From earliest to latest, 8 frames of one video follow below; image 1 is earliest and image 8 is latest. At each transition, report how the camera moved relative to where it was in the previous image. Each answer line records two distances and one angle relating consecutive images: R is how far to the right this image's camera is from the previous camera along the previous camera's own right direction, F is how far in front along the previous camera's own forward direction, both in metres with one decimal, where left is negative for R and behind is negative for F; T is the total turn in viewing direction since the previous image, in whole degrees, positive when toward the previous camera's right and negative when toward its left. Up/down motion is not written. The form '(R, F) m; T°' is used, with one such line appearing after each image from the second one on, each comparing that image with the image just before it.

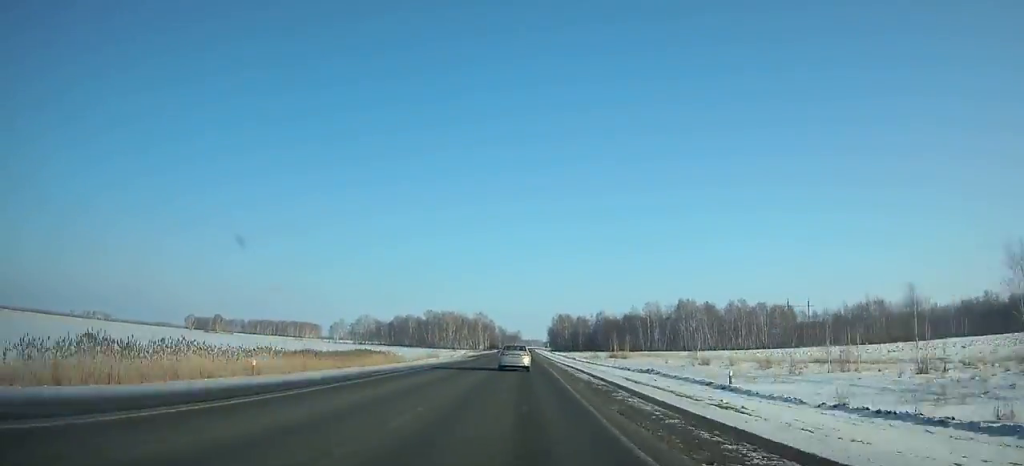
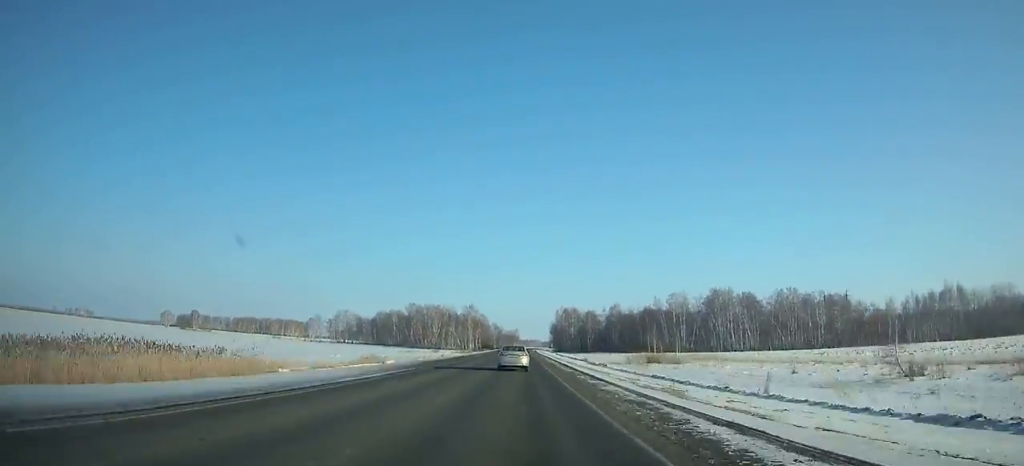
(0.0, +44.3) m; 0°
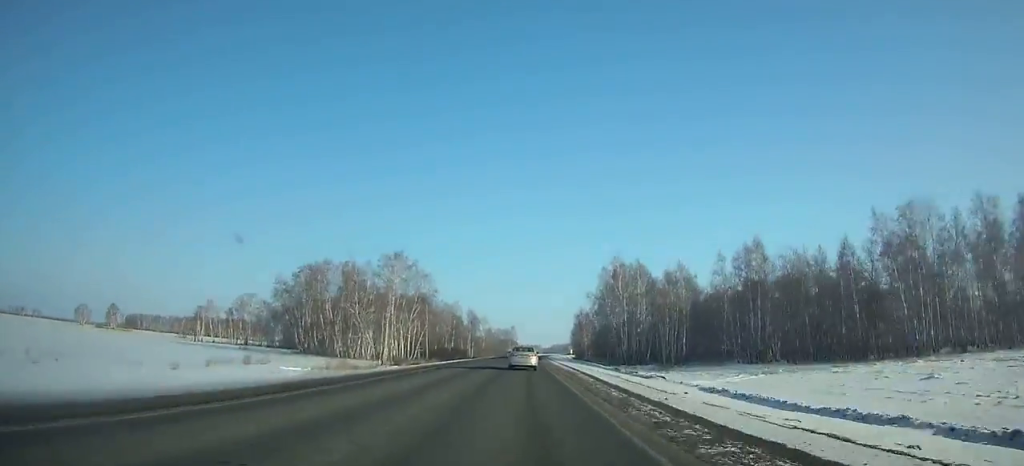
(+0.3, +129.1) m; +1°
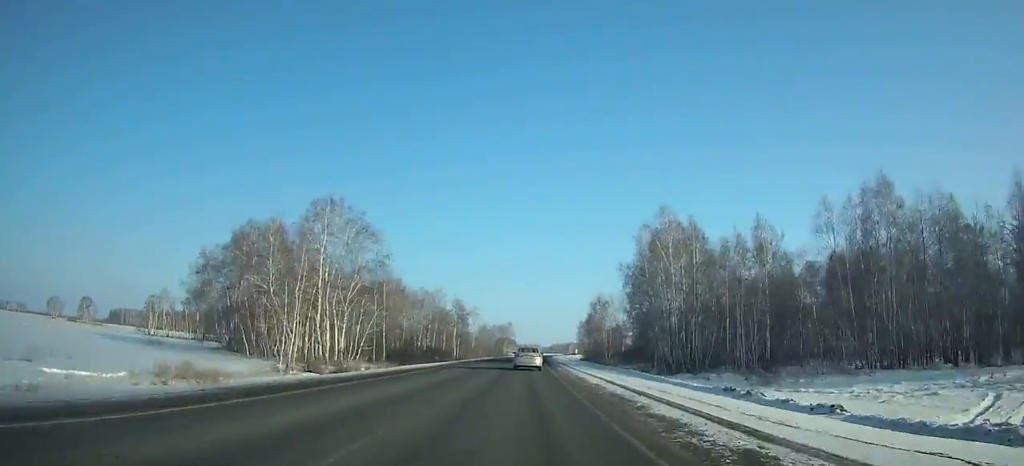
(0.0, +32.8) m; 0°
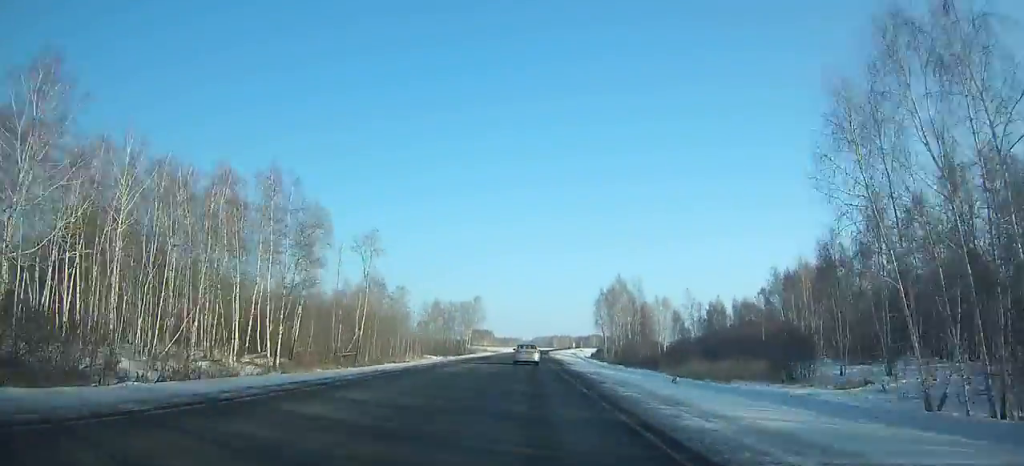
(+1.1, +87.6) m; +2°
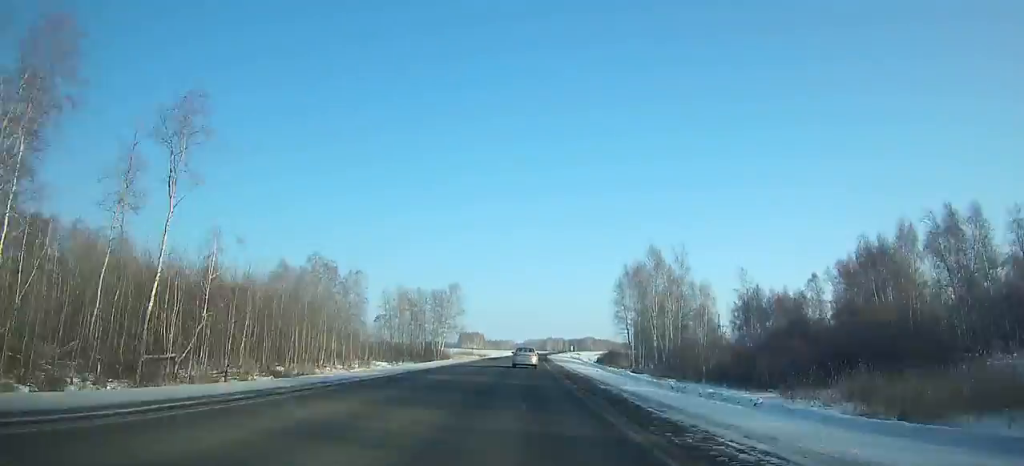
(+0.4, +33.0) m; +1°
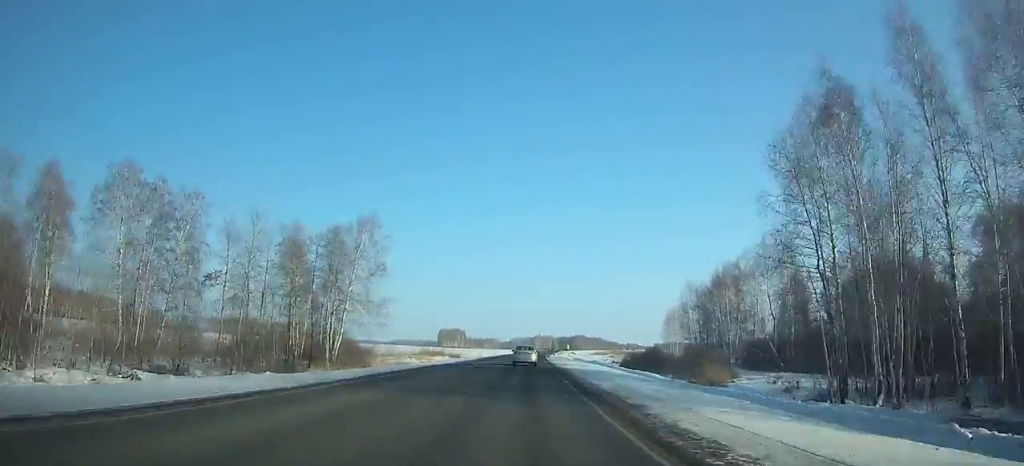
(+0.6, +55.1) m; +1°
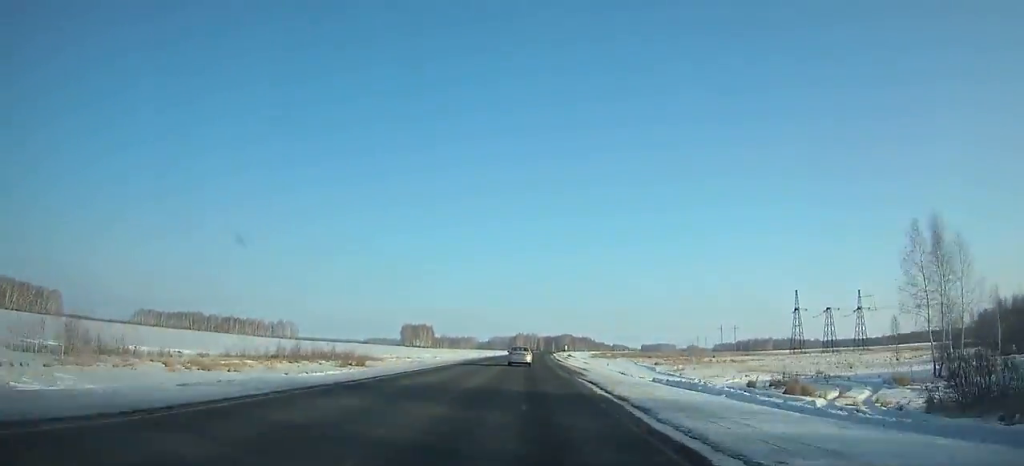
(+1.5, +88.6) m; +2°
